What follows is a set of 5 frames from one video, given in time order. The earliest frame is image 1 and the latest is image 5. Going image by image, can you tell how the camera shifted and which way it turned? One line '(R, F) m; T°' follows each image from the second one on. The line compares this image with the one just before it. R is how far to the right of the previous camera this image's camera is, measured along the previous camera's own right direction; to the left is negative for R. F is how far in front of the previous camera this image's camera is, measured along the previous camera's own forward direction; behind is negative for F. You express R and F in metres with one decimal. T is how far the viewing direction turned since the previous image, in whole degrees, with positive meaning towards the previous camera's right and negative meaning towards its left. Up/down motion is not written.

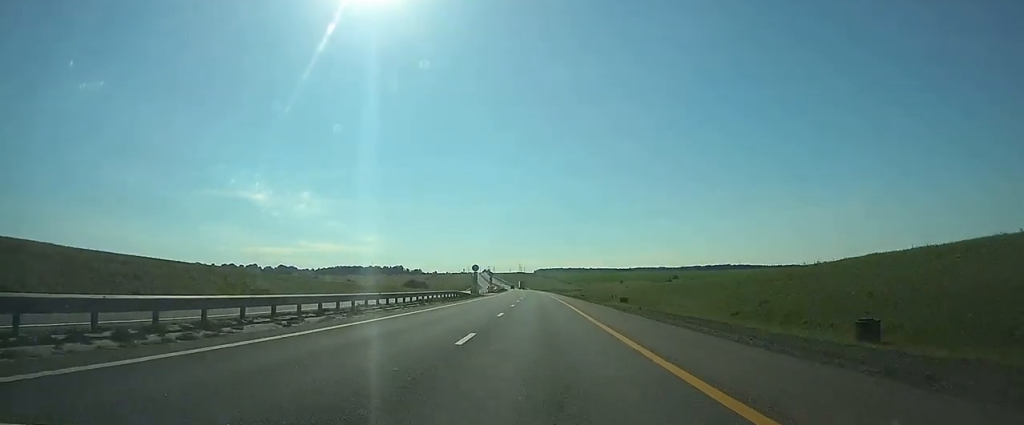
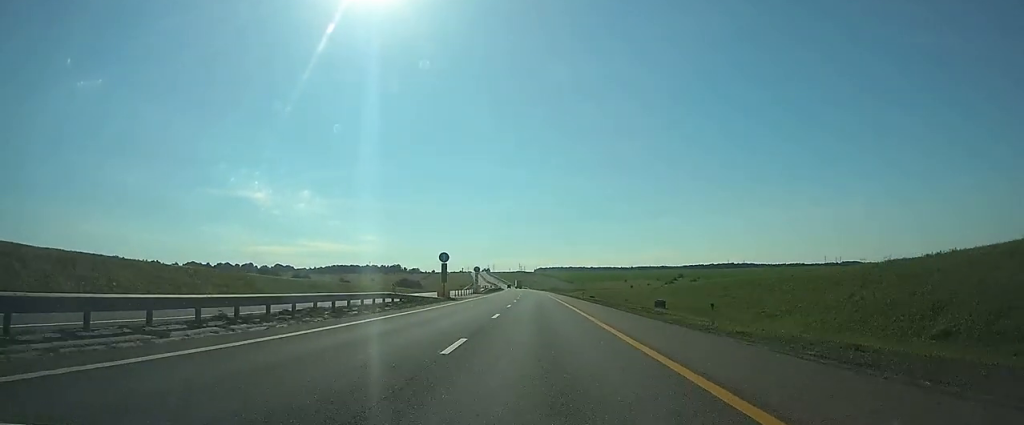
(0.0, +23.6) m; 0°
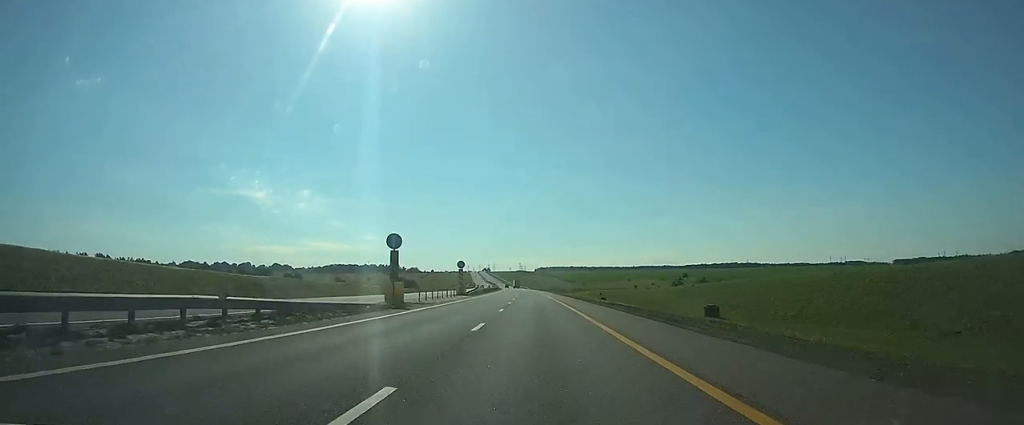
(-0.1, +17.0) m; 0°
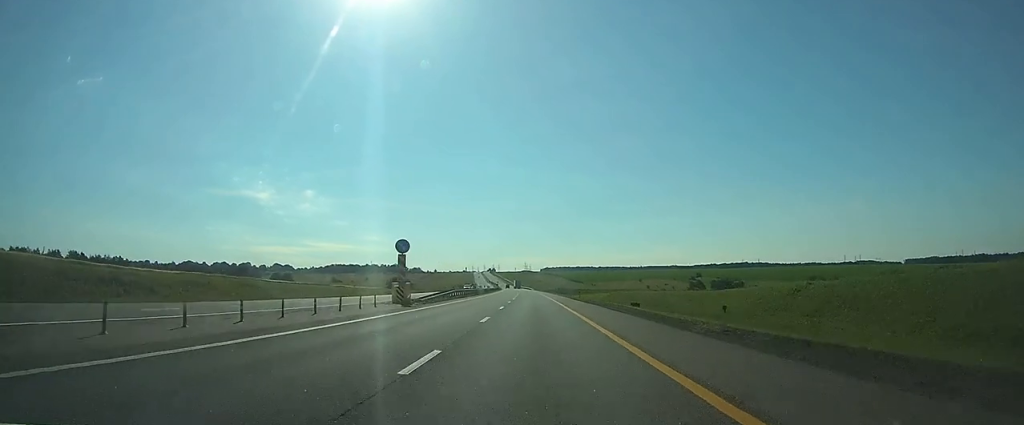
(-0.1, +30.6) m; 0°
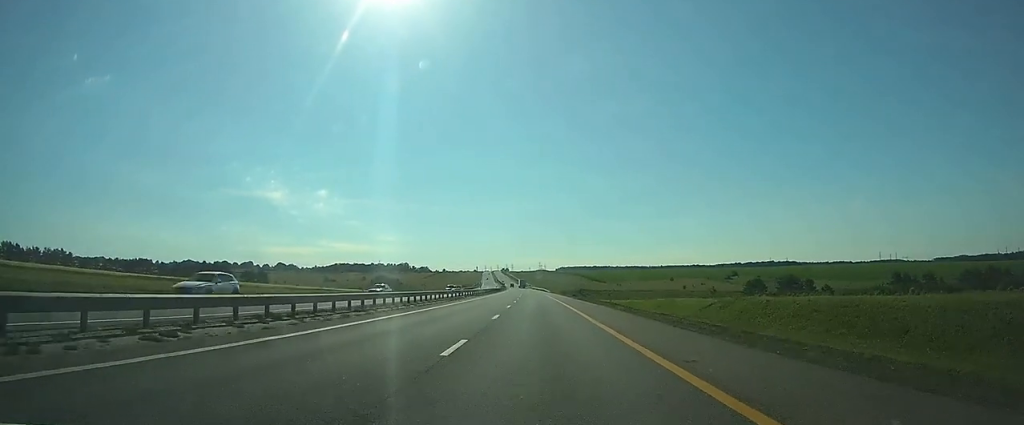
(-0.7, +68.3) m; -1°
